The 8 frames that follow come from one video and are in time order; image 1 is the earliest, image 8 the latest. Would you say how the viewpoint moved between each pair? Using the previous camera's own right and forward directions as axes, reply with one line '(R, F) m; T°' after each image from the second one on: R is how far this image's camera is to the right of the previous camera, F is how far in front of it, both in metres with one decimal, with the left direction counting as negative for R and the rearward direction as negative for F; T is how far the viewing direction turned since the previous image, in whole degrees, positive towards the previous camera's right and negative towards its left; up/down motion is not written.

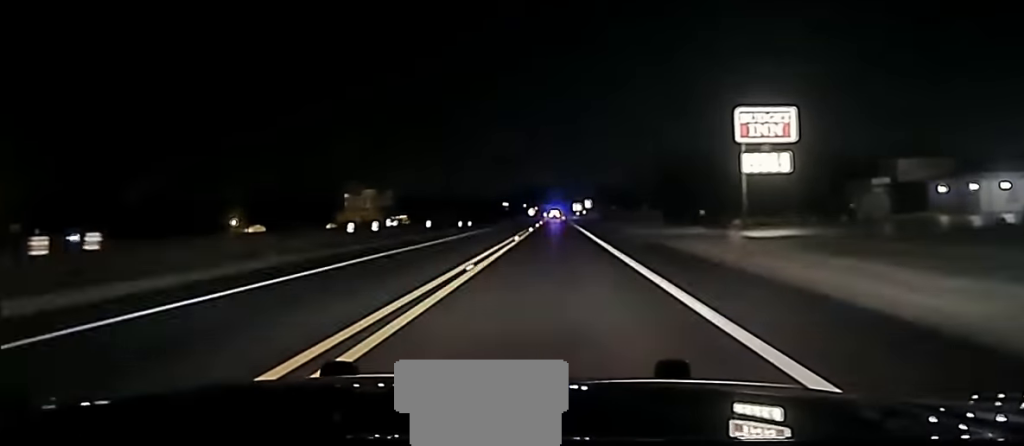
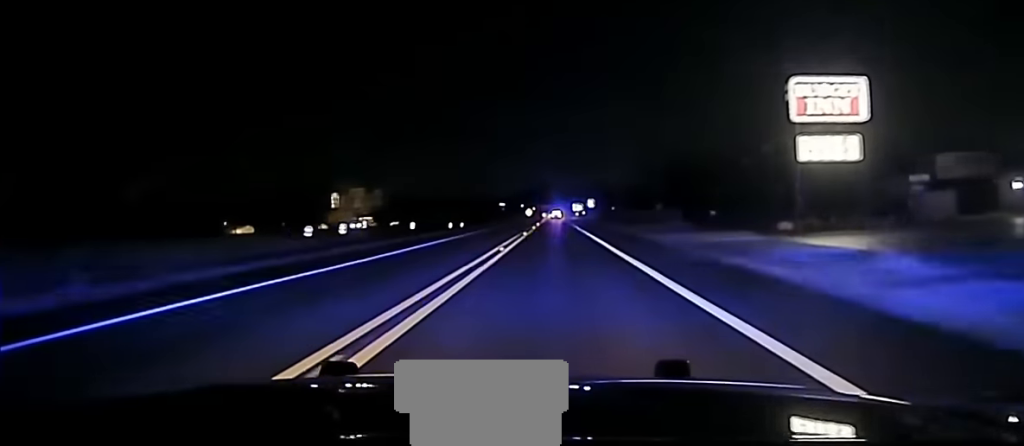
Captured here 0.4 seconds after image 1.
(0.0, +14.6) m; 0°
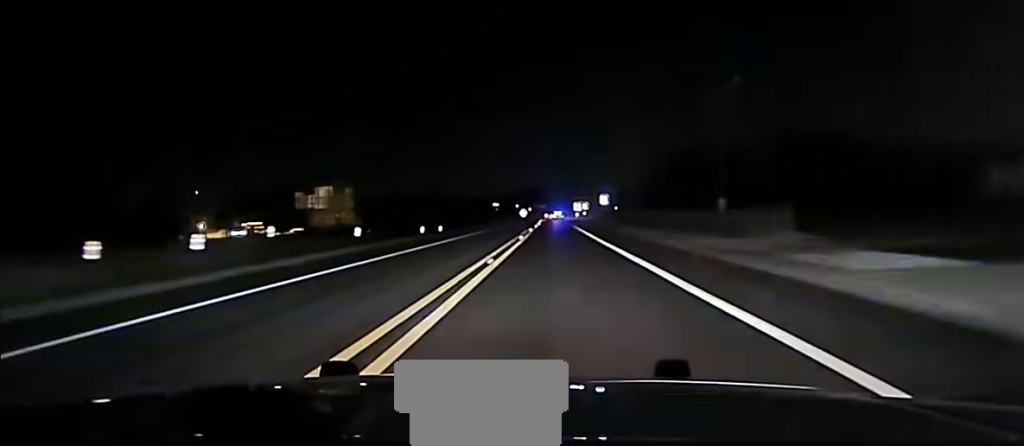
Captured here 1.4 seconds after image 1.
(-0.3, +33.9) m; 0°
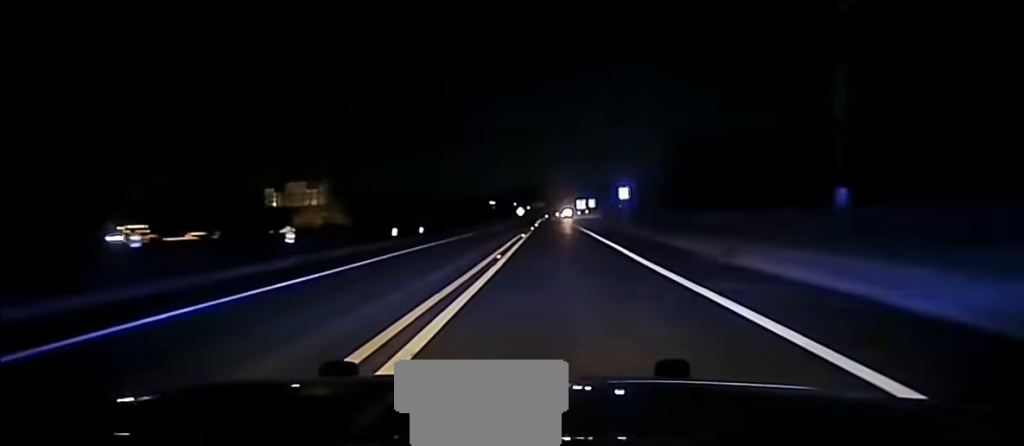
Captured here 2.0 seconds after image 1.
(-0.1, +23.3) m; +1°
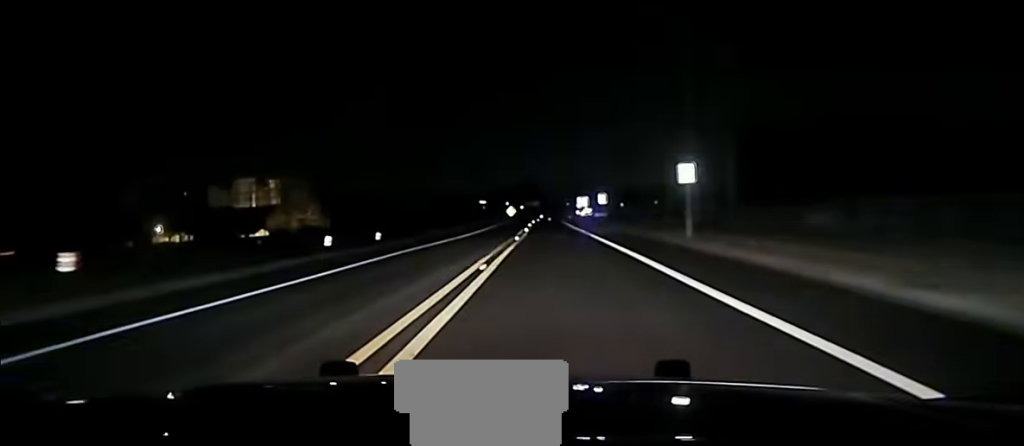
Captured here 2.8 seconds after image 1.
(+0.4, +30.7) m; +1°
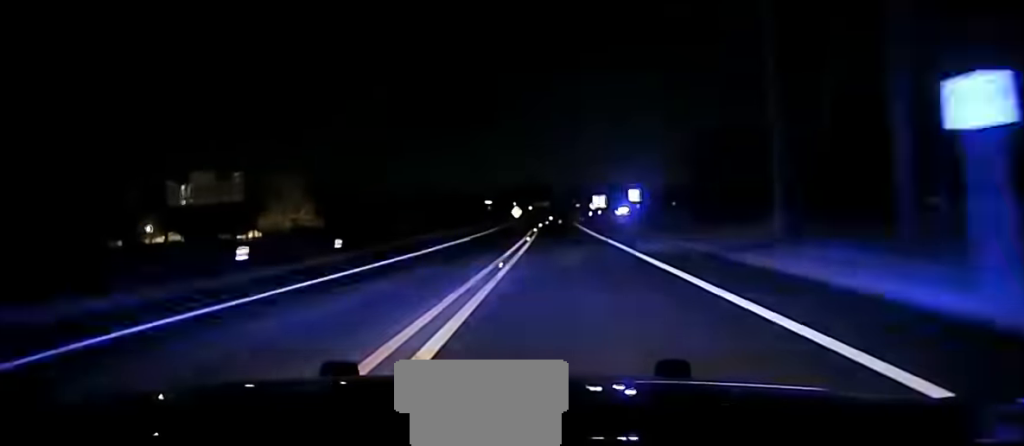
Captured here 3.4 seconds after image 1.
(+0.1, +23.6) m; 0°
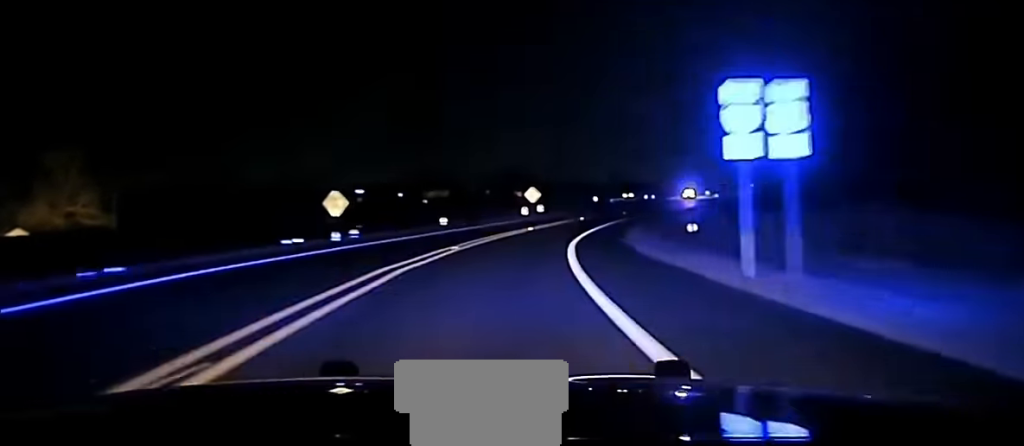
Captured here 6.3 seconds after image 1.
(+2.0, +116.3) m; +9°
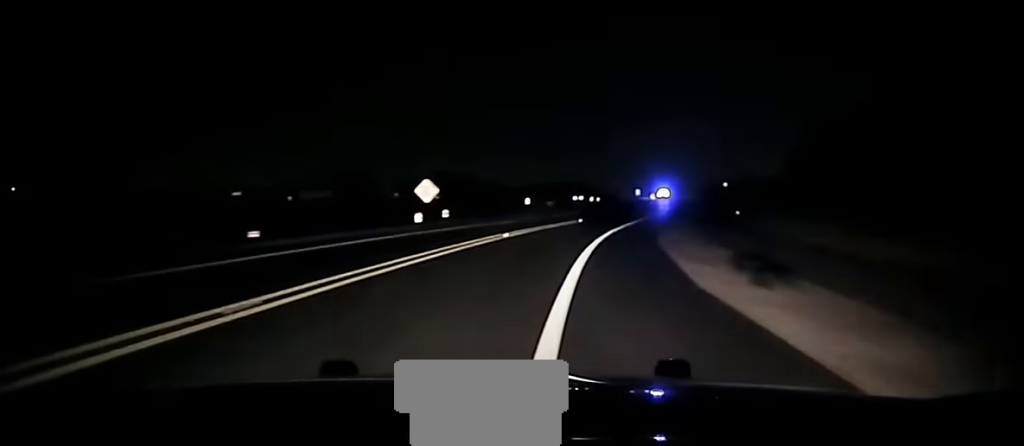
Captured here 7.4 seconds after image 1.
(+4.1, +44.2) m; +4°
